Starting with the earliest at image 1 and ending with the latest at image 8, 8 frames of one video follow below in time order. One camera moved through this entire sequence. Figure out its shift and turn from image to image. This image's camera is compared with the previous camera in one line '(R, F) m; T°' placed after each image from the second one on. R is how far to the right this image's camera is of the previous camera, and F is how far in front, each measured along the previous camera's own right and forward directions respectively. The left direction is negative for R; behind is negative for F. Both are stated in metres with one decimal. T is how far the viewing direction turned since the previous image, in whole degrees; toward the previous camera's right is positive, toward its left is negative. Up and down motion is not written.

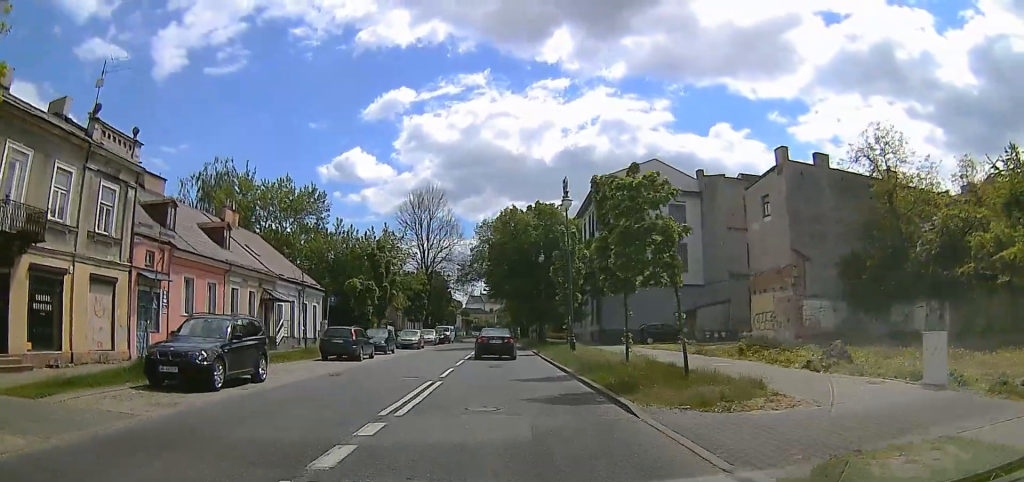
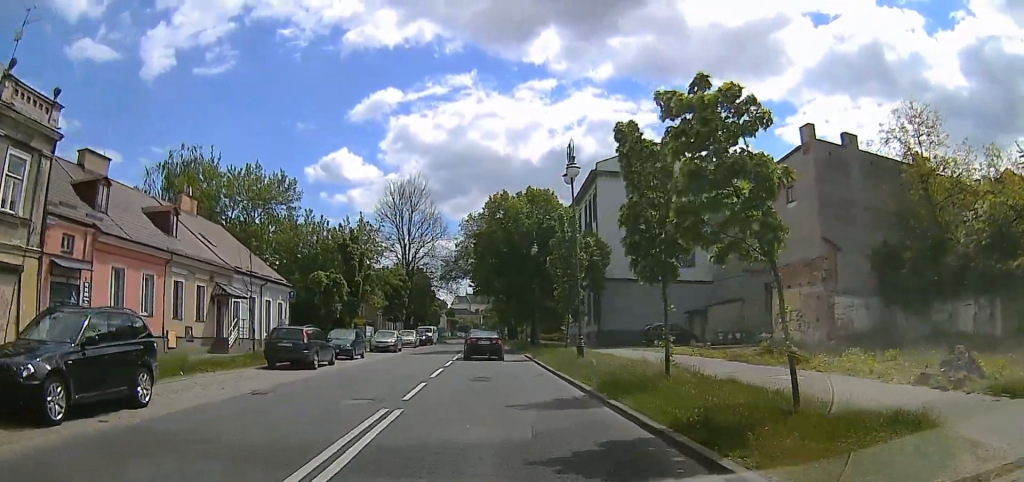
(+0.3, +5.7) m; +3°
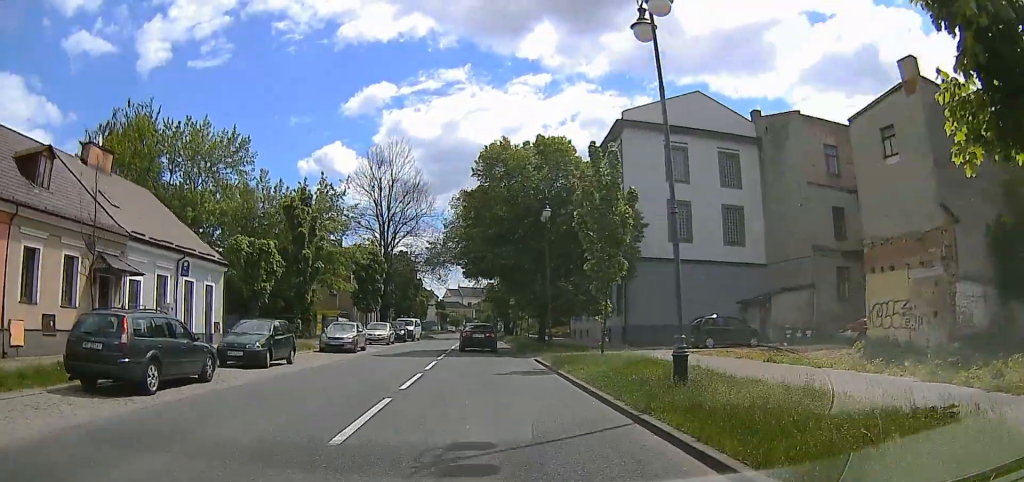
(+0.6, +11.6) m; -1°
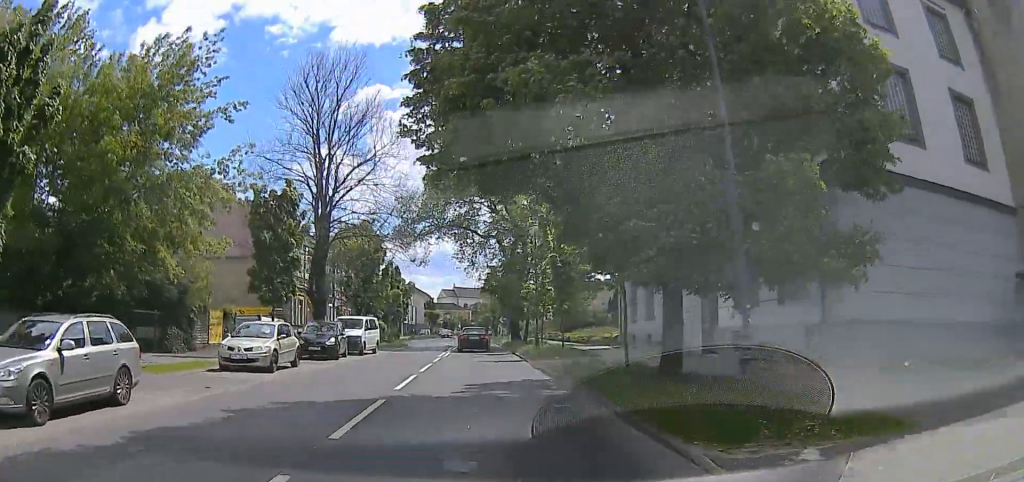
(-2.8, +22.2) m; -2°
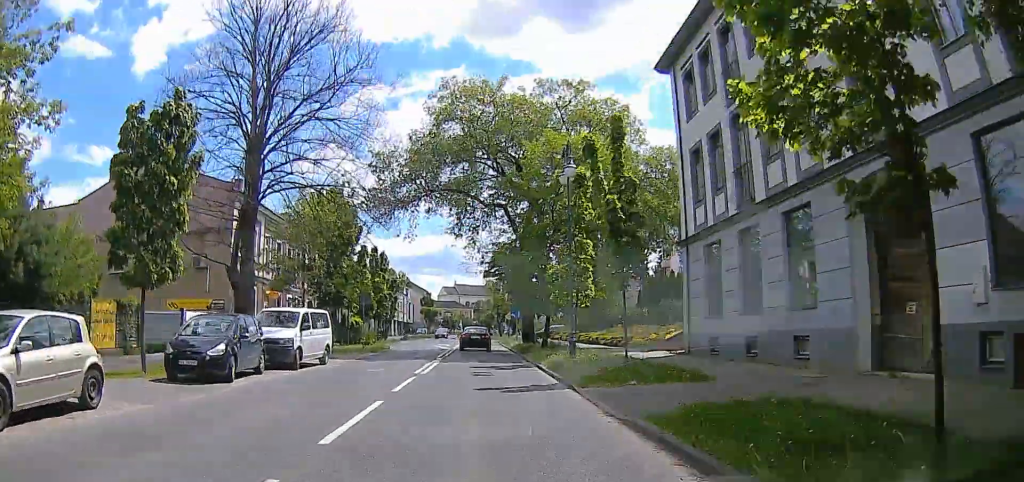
(+2.1, +12.4) m; +10°
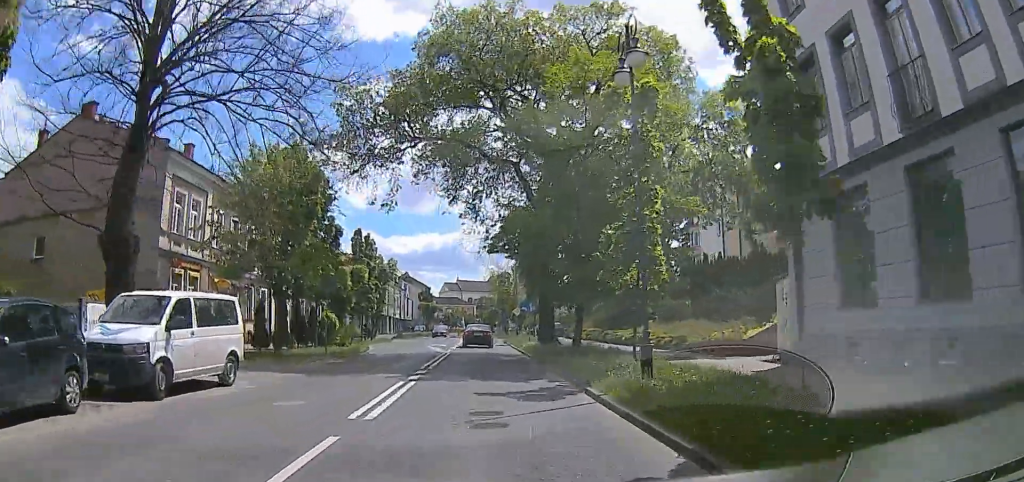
(0.0, +9.8) m; 0°
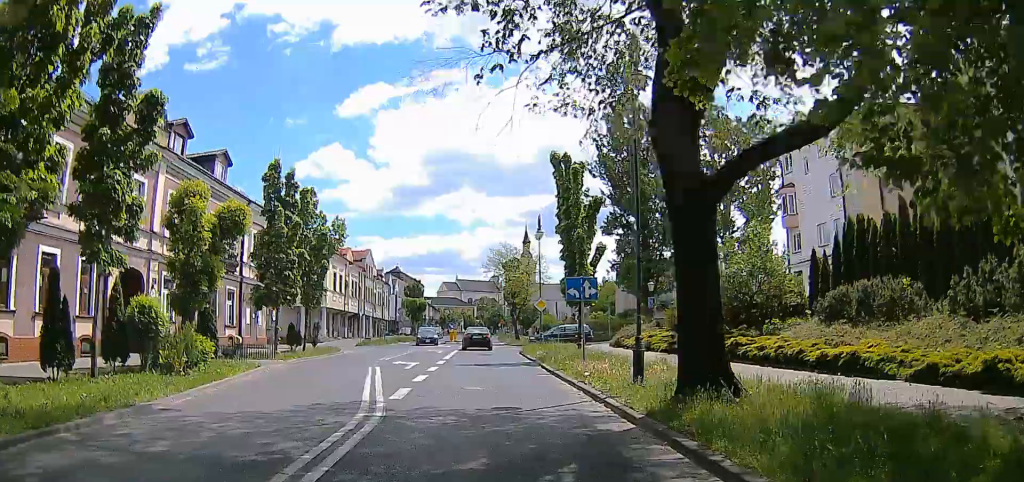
(-1.0, +22.0) m; -5°
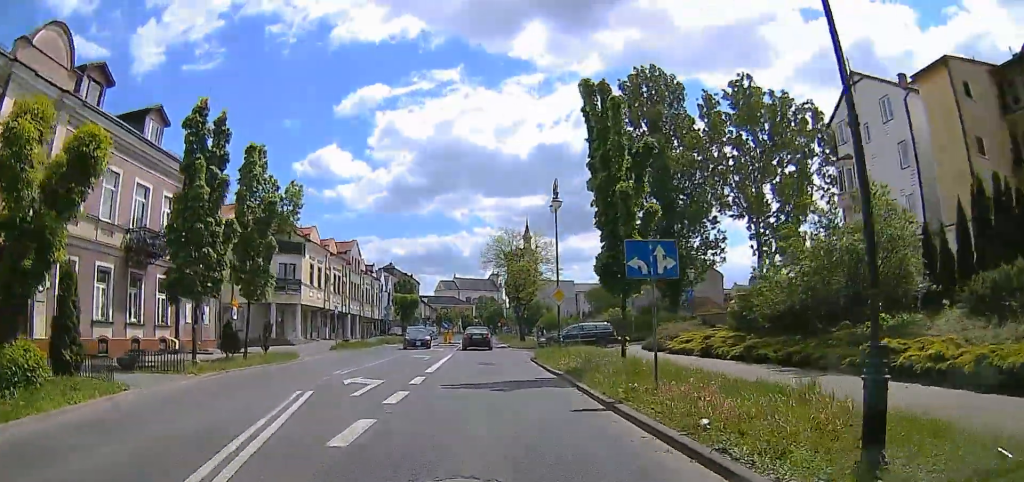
(-0.3, +8.6) m; -1°
